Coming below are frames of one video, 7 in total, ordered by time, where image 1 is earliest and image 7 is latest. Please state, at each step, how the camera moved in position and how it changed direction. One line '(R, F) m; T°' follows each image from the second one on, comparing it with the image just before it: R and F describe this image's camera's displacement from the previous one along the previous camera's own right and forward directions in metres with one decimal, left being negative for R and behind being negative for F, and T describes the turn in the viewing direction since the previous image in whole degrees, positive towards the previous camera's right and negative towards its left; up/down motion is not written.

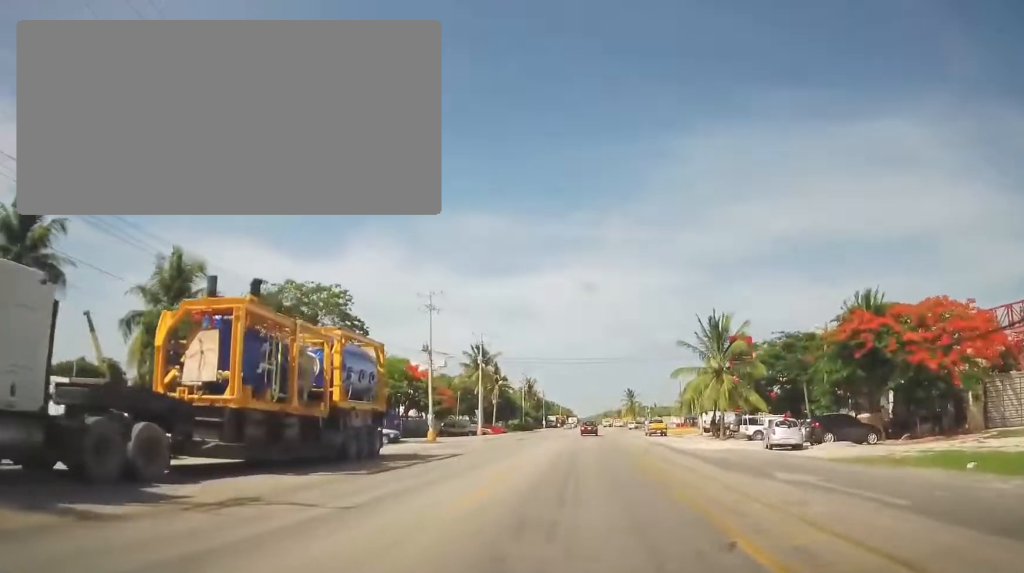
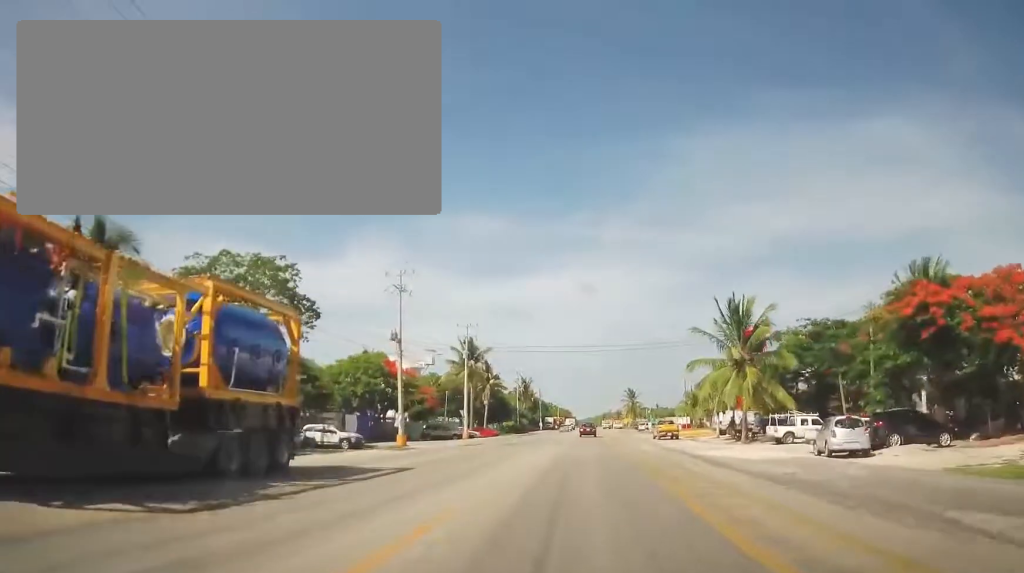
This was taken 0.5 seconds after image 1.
(-0.2, +7.6) m; +1°
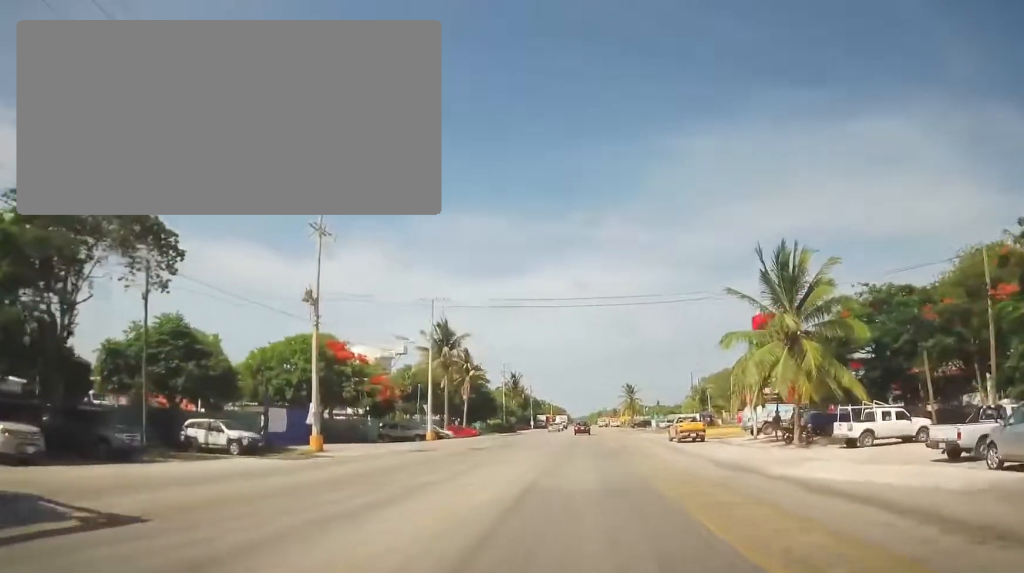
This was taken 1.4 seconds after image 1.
(+0.5, +12.4) m; +2°
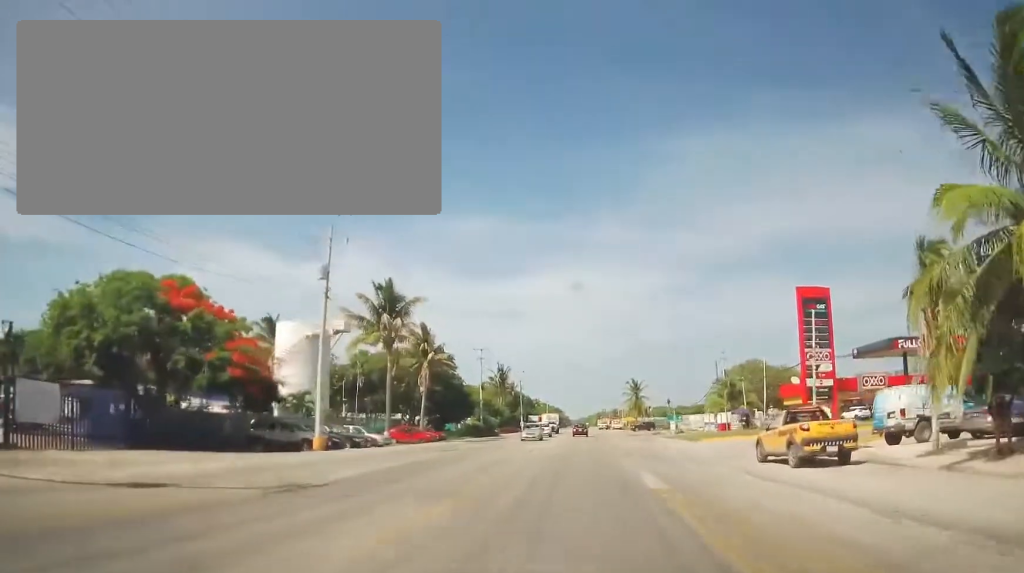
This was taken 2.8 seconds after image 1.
(+0.4, +20.0) m; +2°
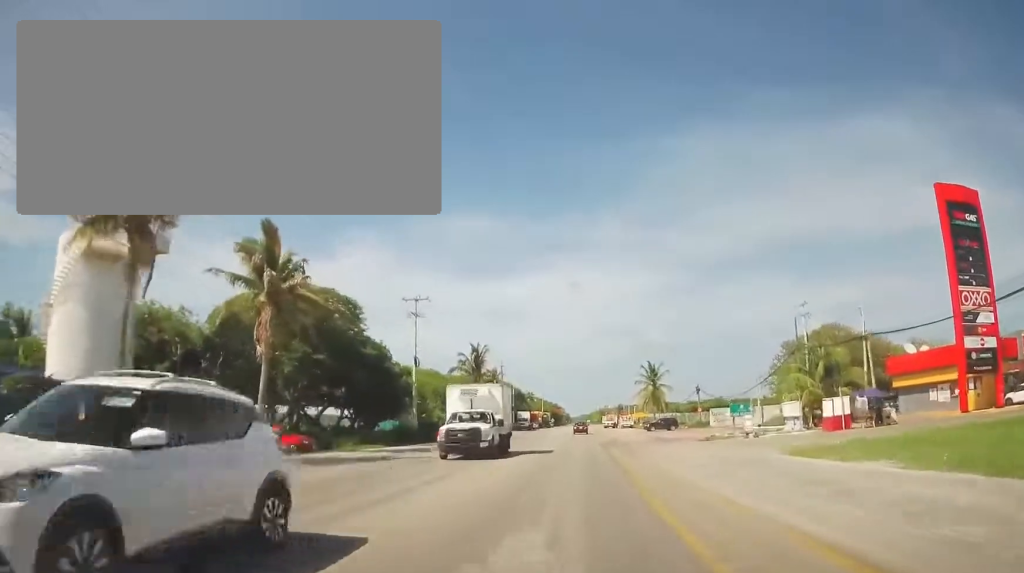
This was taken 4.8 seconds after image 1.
(-1.1, +30.1) m; -4°
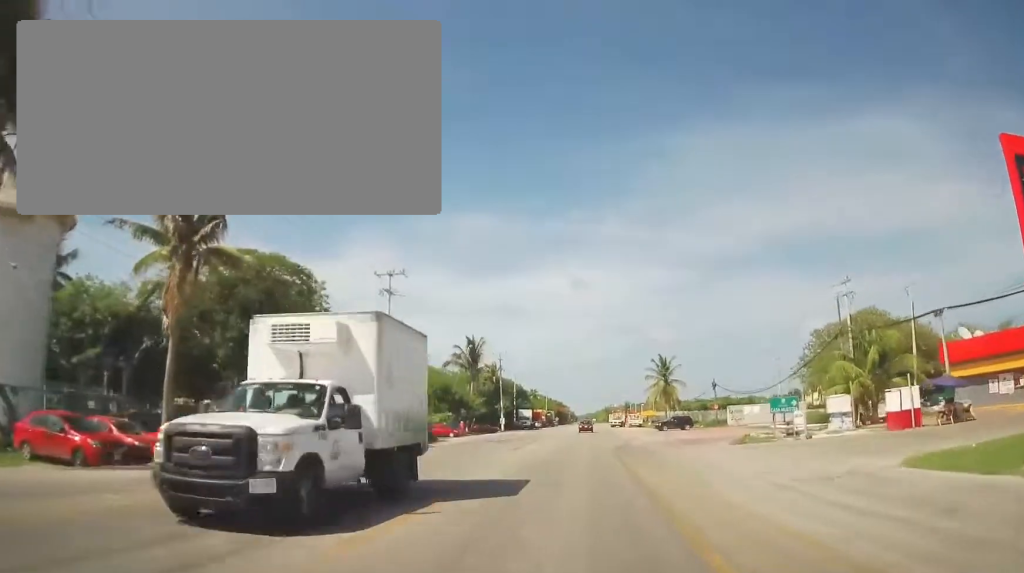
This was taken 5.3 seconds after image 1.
(0.0, +8.2) m; 0°
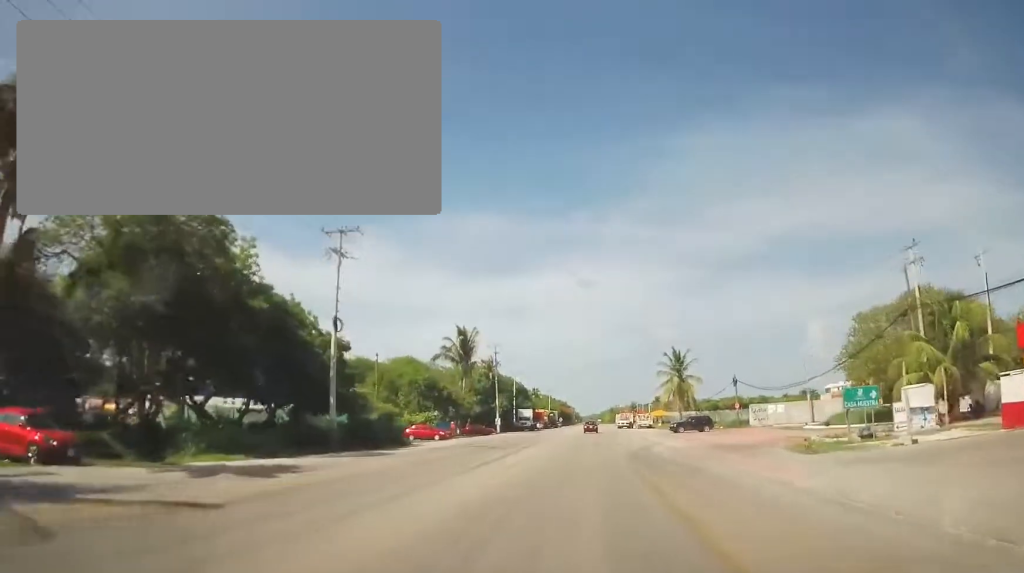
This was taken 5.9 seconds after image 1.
(0.0, +9.6) m; 0°
